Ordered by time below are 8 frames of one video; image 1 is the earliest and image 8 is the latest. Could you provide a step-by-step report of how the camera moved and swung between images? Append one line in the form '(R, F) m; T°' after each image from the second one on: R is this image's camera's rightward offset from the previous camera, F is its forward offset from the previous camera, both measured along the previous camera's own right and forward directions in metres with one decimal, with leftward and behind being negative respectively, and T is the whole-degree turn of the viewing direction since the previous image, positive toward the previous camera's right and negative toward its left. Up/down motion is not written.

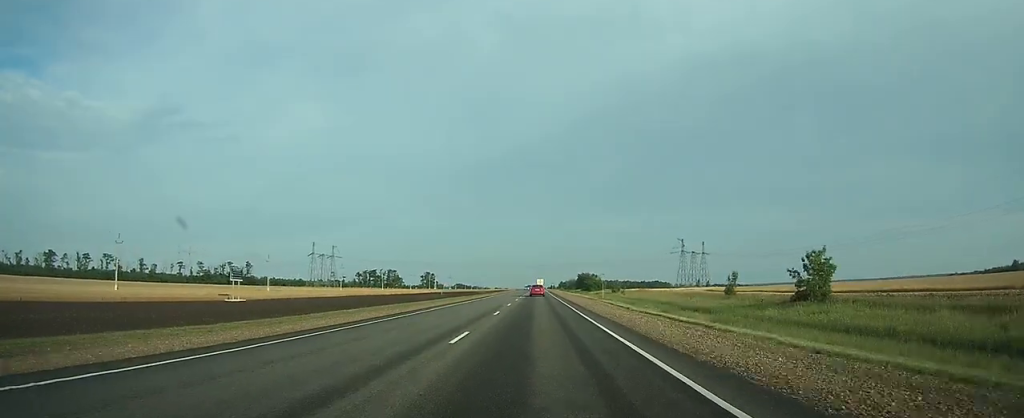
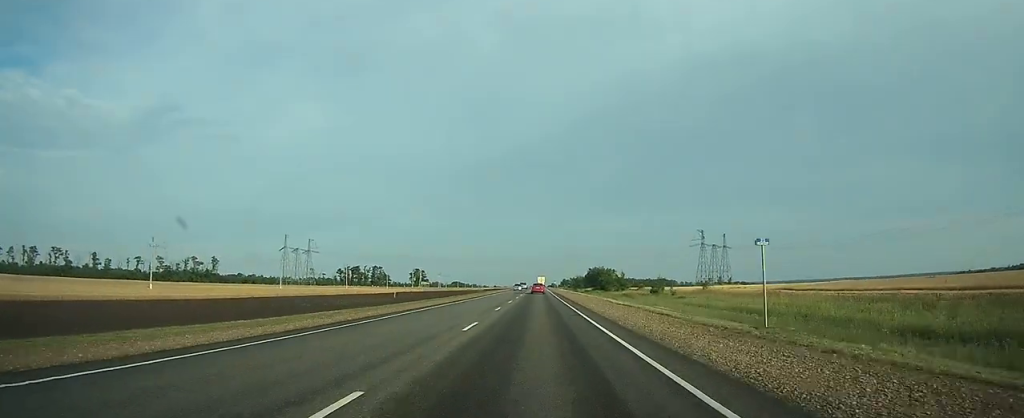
(0.0, +45.3) m; 0°
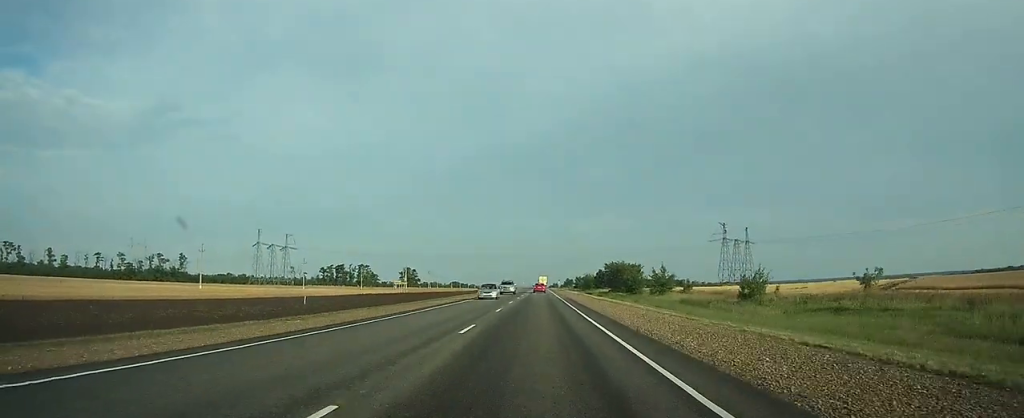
(+0.1, +37.0) m; 0°
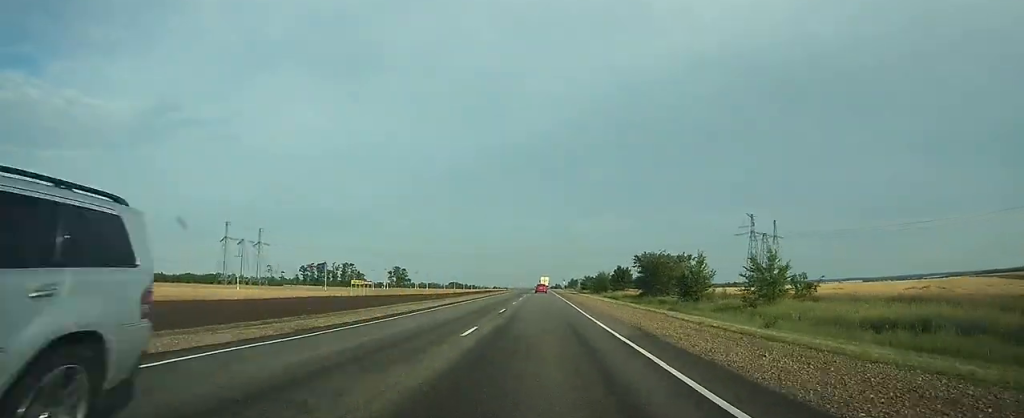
(-0.1, +36.9) m; 0°
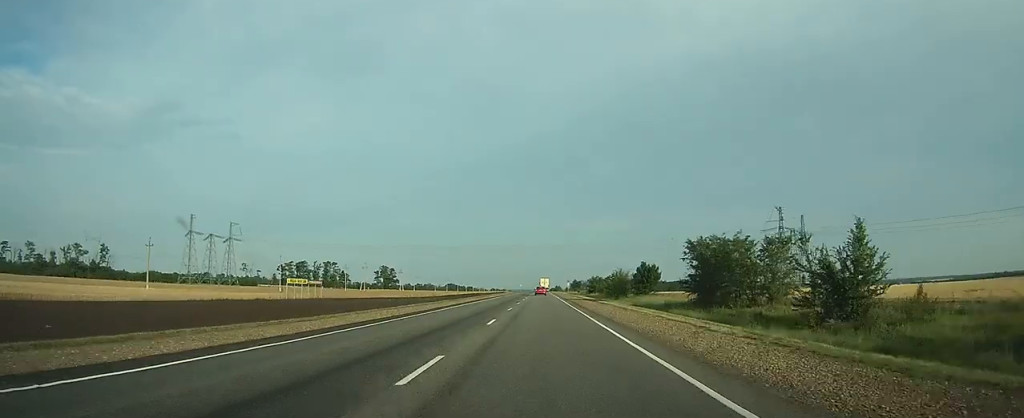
(0.0, +31.0) m; 0°
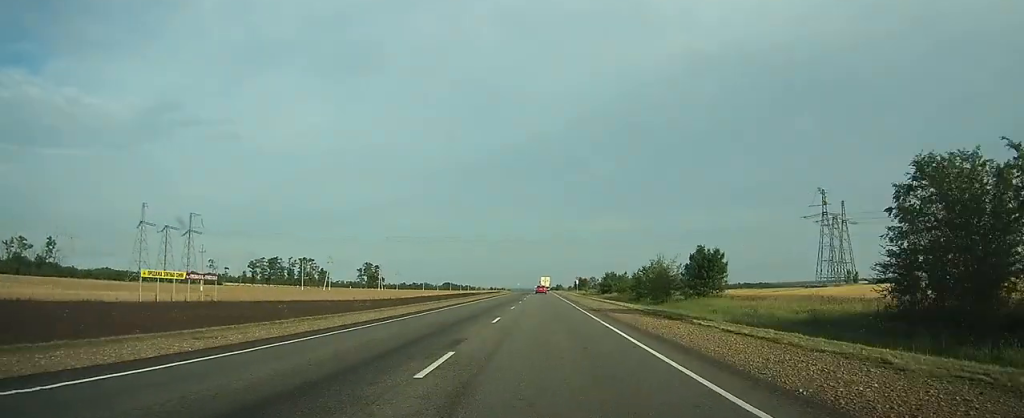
(0.0, +35.5) m; 0°
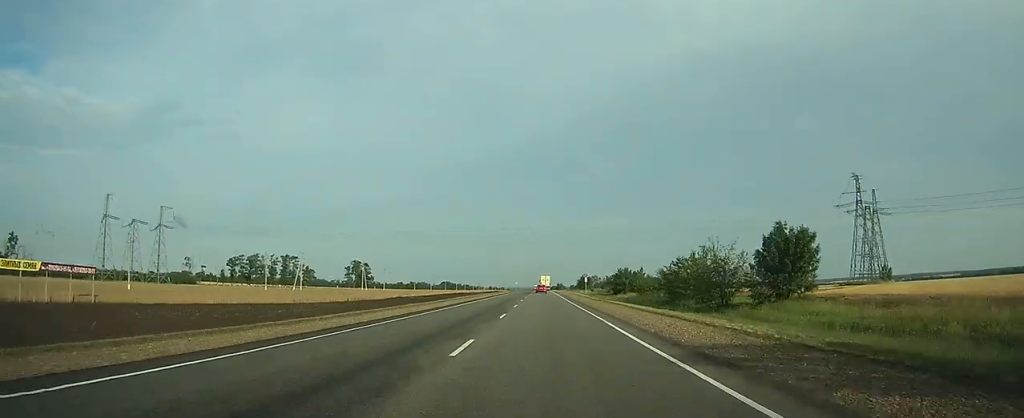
(0.0, +21.7) m; 0°
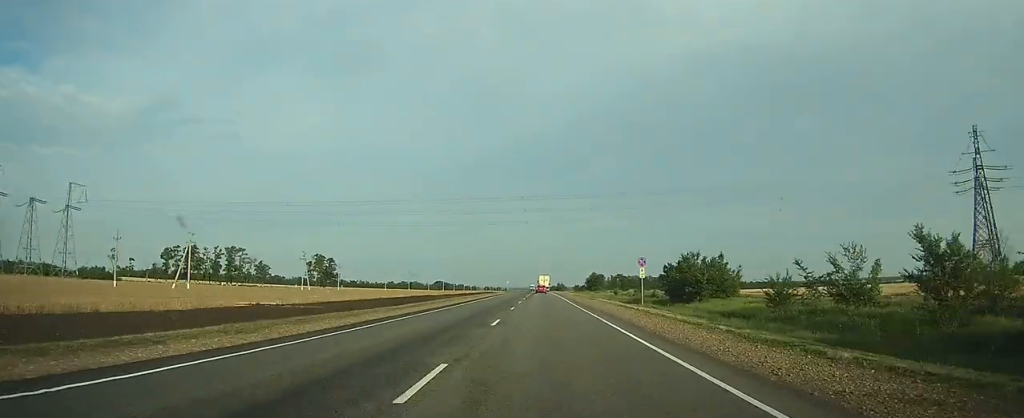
(0.0, +52.3) m; 0°
